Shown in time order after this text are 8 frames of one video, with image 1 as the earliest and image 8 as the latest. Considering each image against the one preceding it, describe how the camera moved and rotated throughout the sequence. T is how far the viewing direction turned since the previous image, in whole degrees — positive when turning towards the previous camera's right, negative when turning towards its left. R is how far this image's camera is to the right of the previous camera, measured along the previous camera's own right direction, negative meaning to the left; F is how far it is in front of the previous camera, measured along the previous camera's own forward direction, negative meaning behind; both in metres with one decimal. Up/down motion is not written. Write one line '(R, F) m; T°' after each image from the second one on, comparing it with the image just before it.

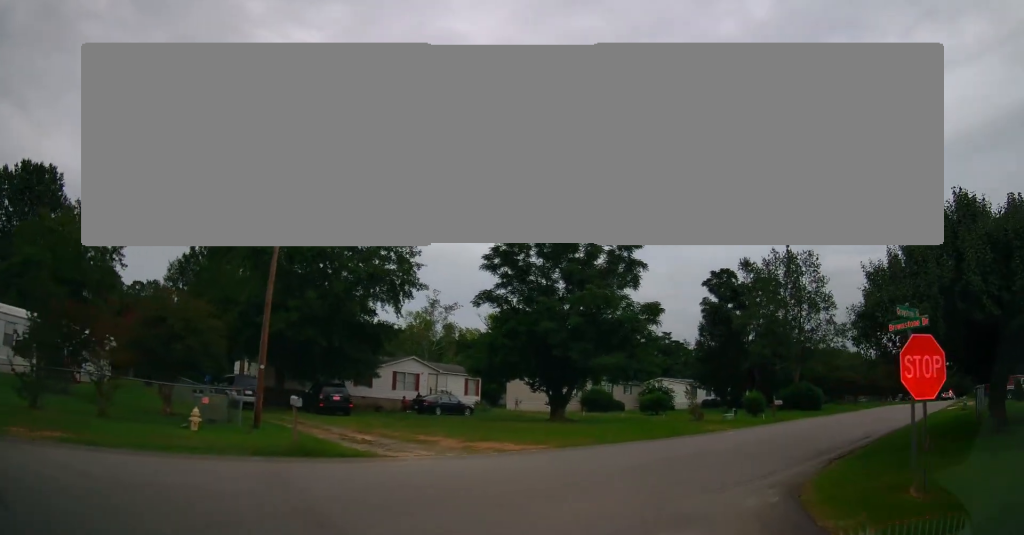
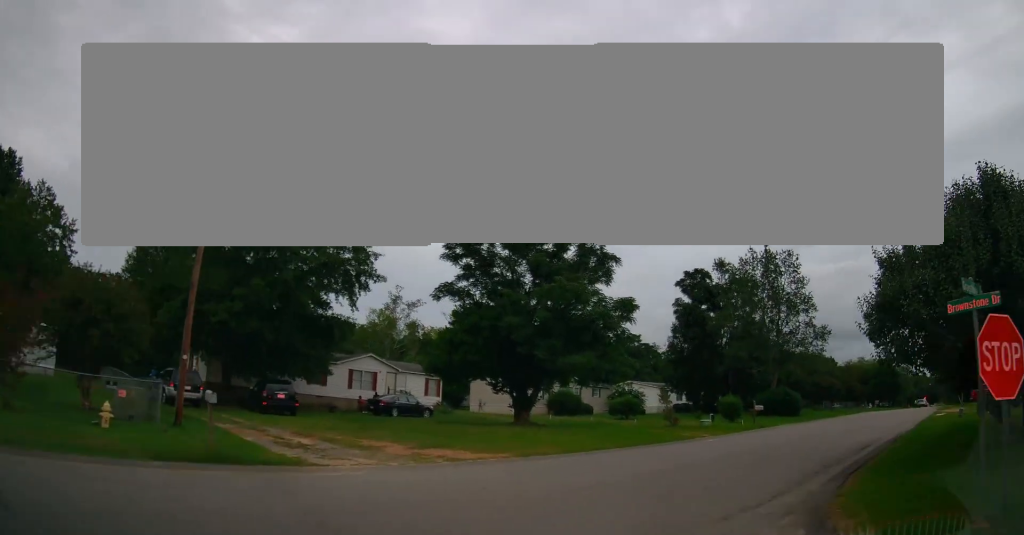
(+0.2, +2.7) m; +4°
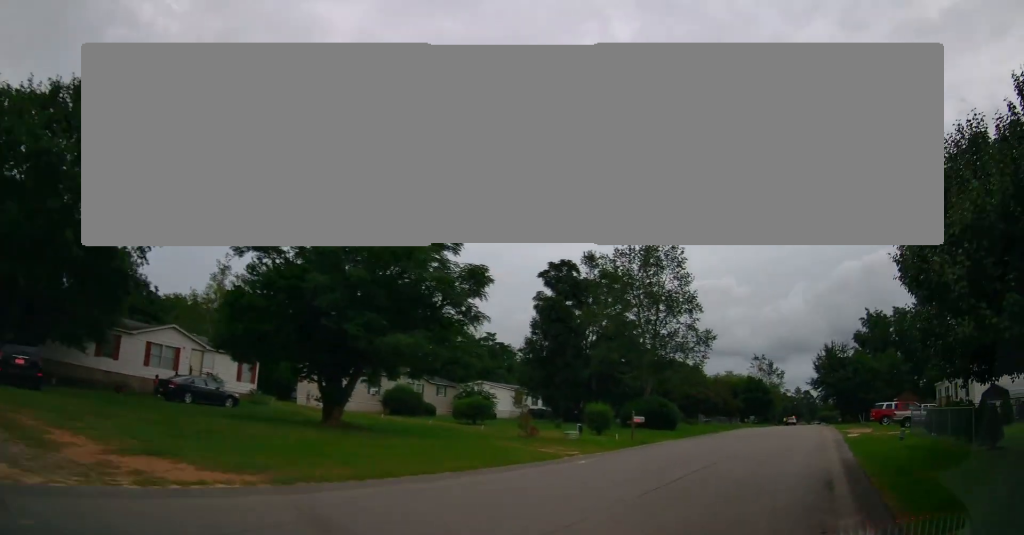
(+0.6, +6.9) m; +13°
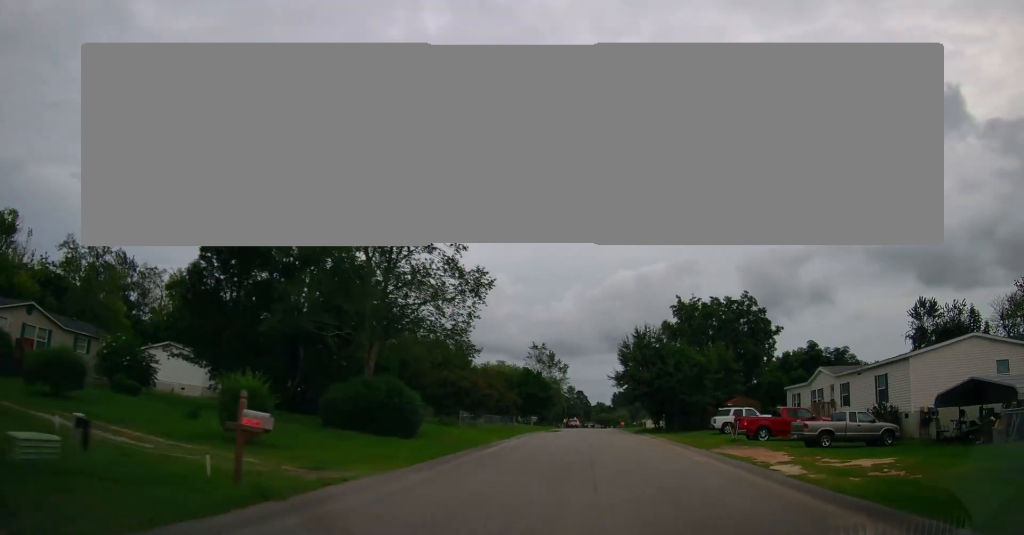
(+3.6, +14.9) m; +22°
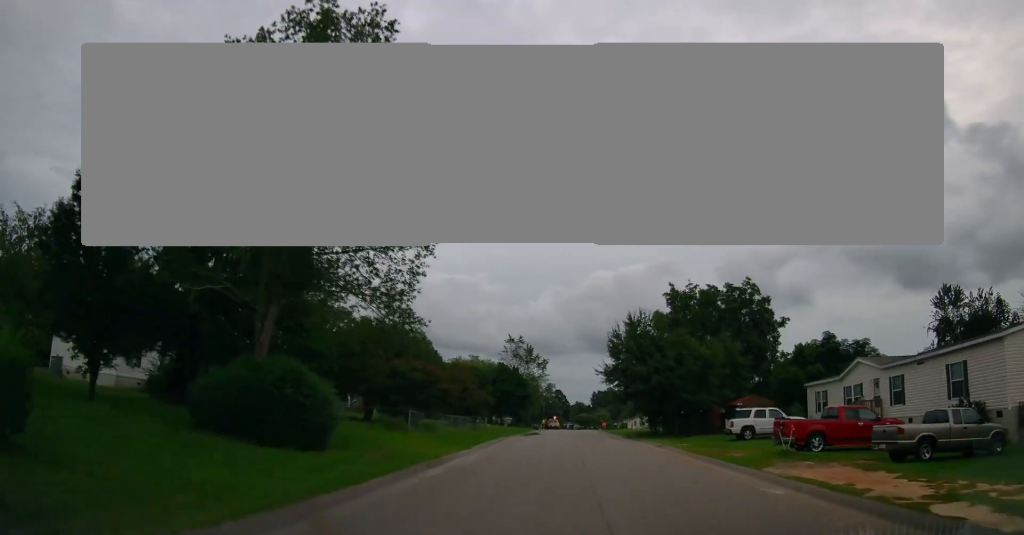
(+0.3, +7.0) m; +4°
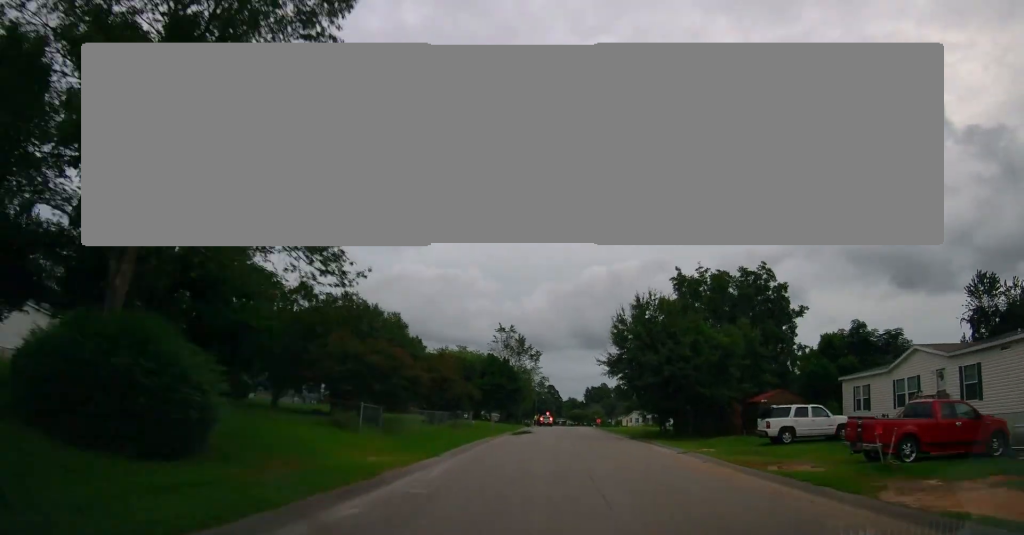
(0.0, +5.4) m; +2°
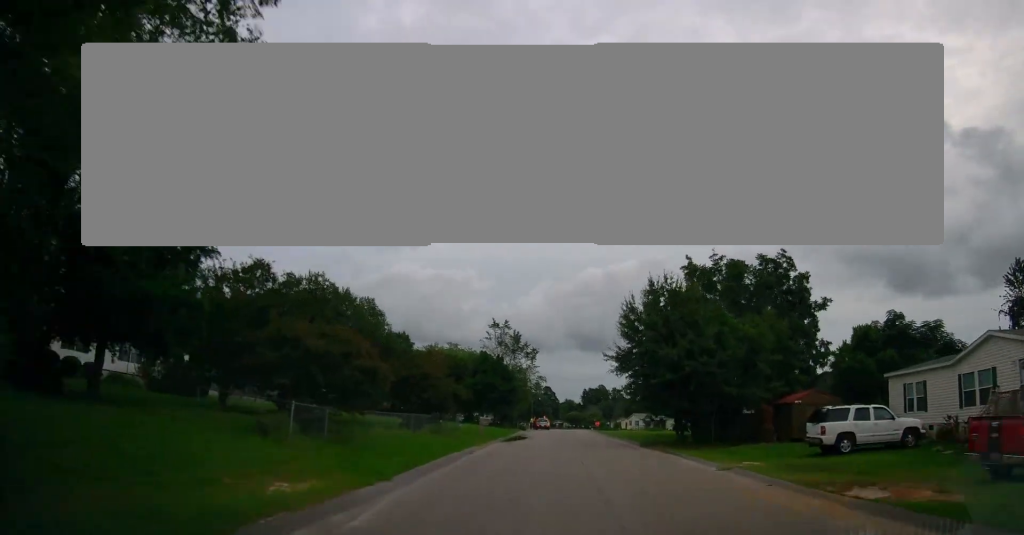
(+0.1, +5.1) m; 0°
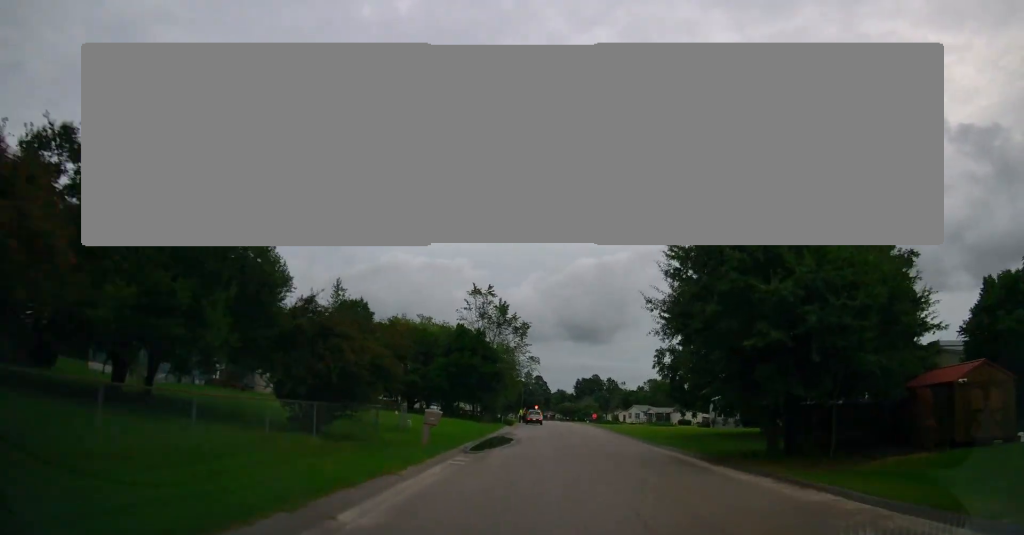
(+0.1, +13.9) m; 0°
